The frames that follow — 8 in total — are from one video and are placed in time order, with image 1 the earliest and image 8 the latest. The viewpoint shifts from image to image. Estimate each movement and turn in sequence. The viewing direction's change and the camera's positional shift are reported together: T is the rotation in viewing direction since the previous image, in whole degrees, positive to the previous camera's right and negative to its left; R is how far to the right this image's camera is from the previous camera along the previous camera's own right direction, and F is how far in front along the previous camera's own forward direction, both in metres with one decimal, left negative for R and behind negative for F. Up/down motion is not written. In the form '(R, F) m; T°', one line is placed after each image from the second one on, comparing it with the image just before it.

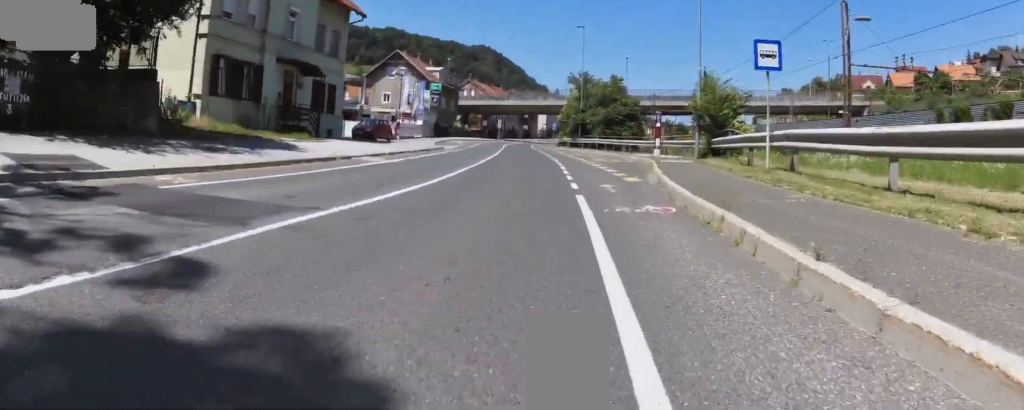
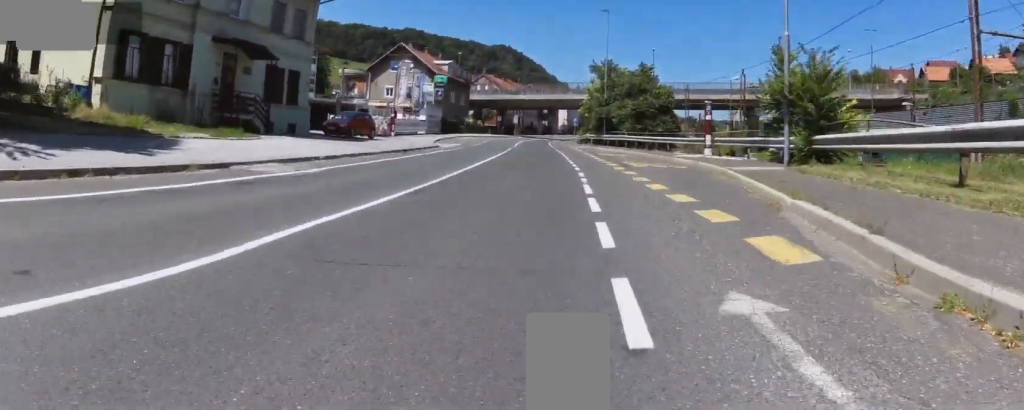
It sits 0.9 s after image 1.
(-0.6, +8.7) m; -5°
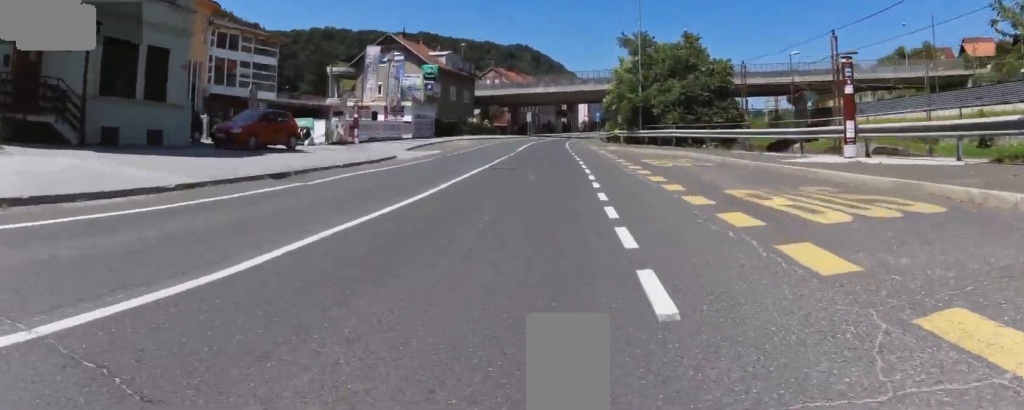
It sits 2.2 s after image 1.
(-0.7, +13.1) m; -7°
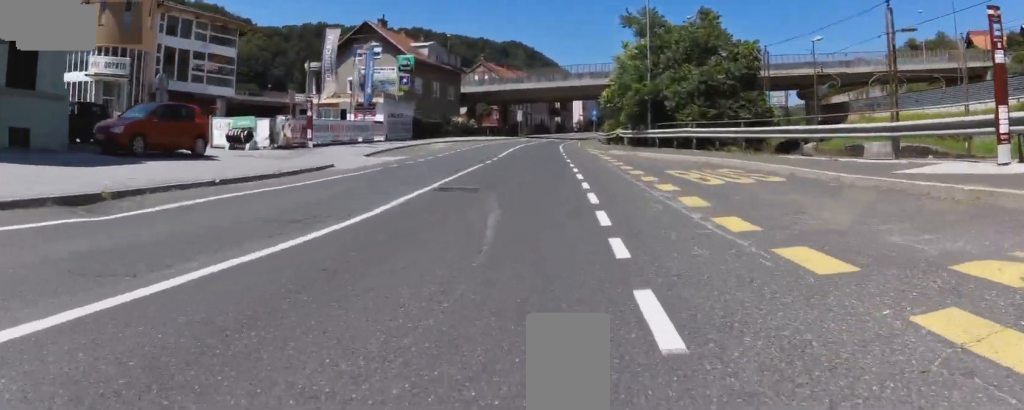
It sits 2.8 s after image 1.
(-0.2, +6.1) m; -1°
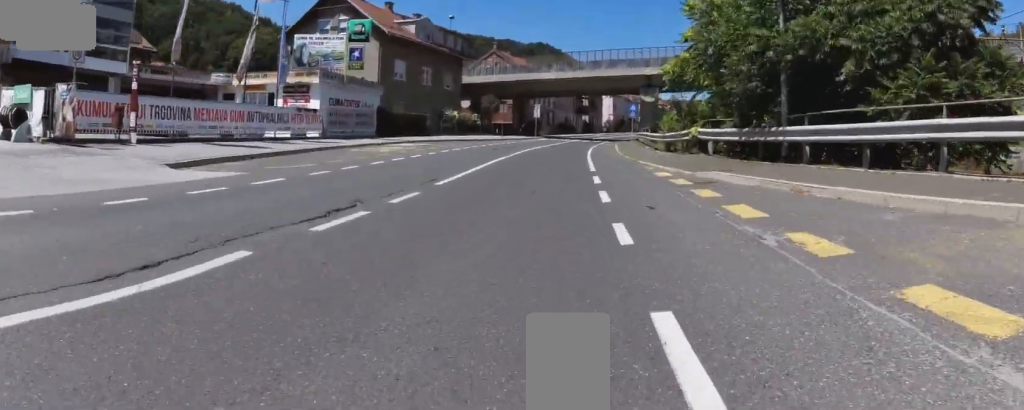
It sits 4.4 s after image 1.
(+1.1, +15.2) m; +8°
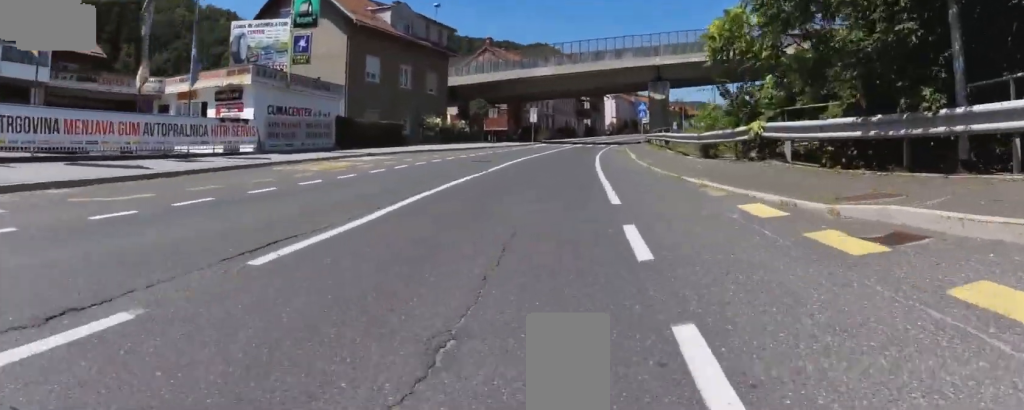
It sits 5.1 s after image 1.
(+0.1, +6.5) m; -3°
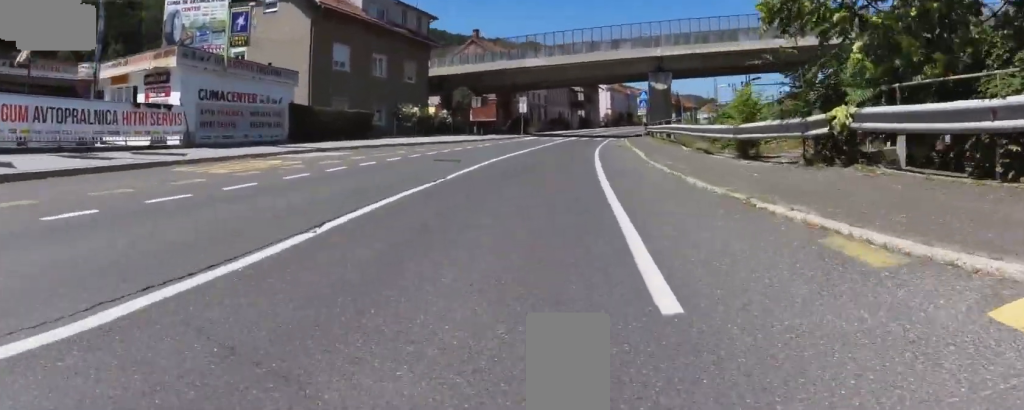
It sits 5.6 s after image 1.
(+0.3, +4.6) m; -5°
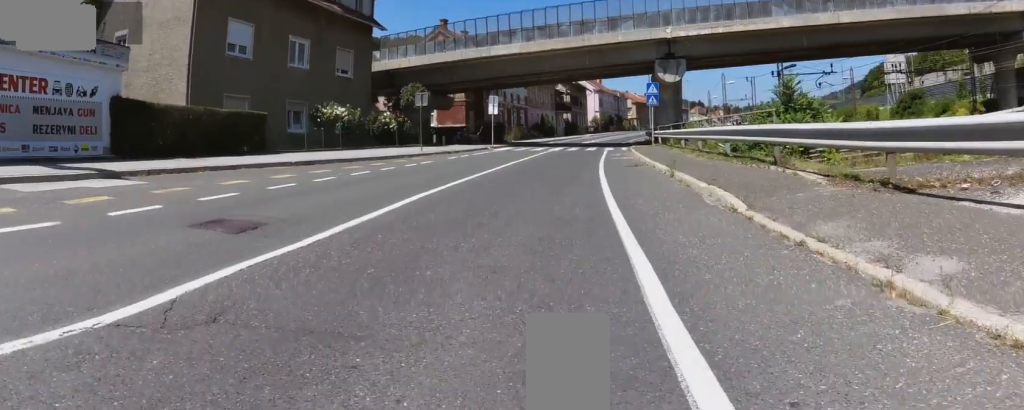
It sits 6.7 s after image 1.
(-1.6, +10.5) m; -1°
